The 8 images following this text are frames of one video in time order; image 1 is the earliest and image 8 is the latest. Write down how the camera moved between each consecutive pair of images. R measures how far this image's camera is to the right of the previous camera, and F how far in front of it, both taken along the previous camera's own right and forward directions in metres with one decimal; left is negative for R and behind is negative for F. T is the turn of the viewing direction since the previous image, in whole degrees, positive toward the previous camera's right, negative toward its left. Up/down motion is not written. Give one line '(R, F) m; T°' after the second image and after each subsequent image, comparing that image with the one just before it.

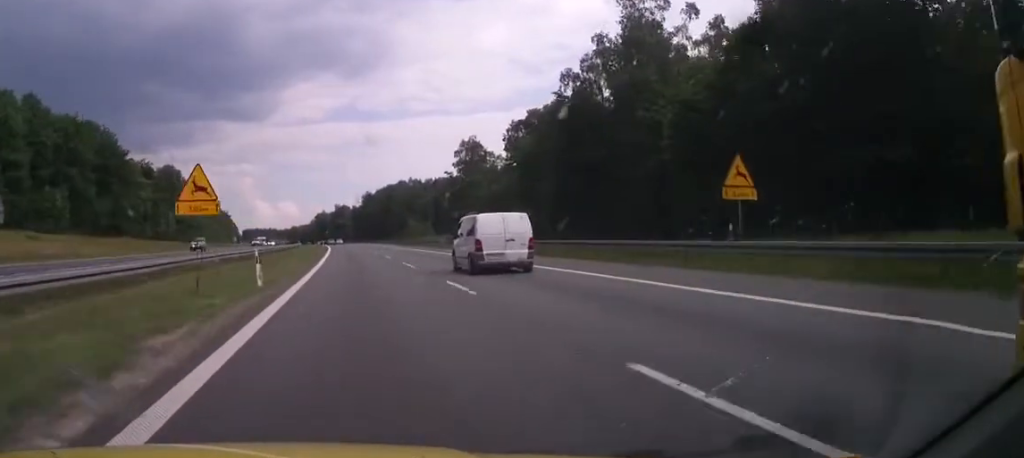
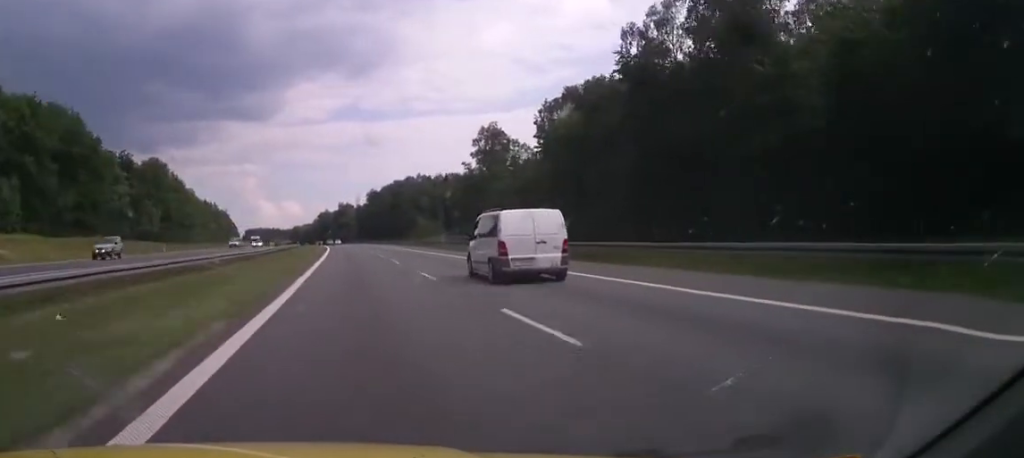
(-0.1, +18.7) m; 0°
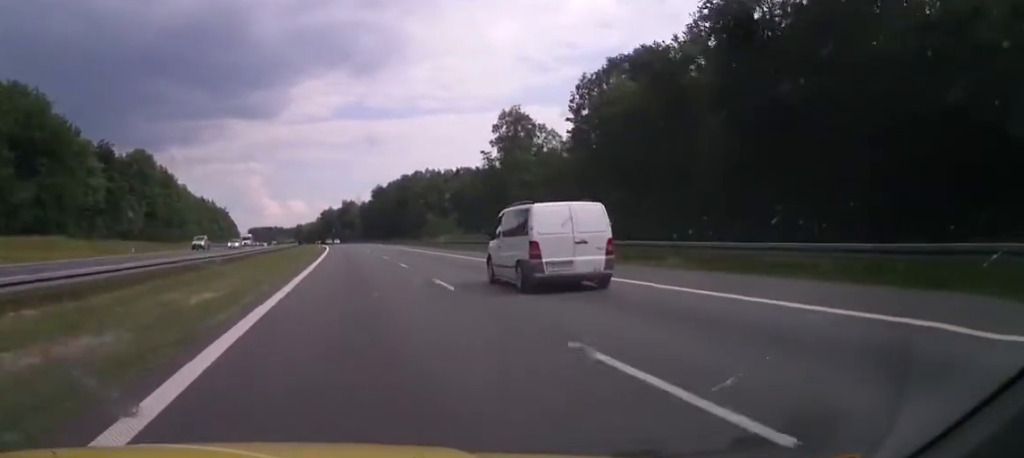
(0.0, +15.9) m; 0°
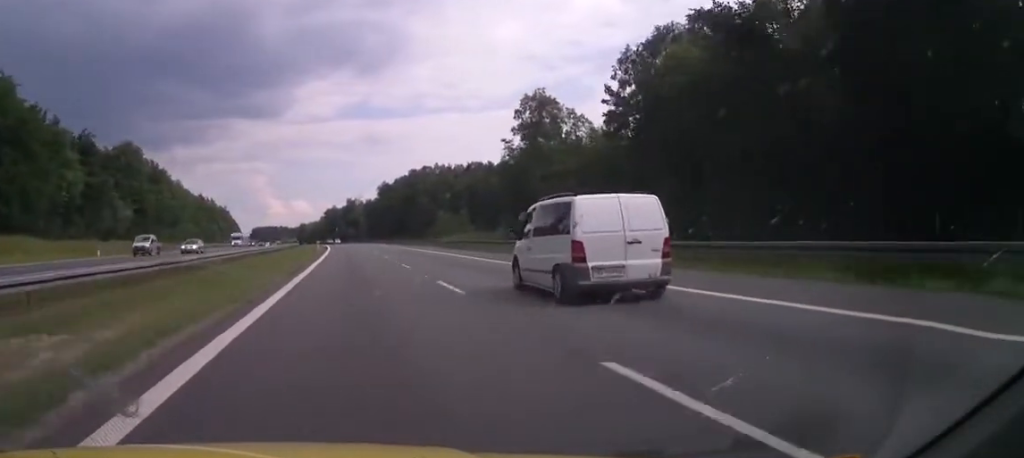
(+0.2, +13.1) m; -1°
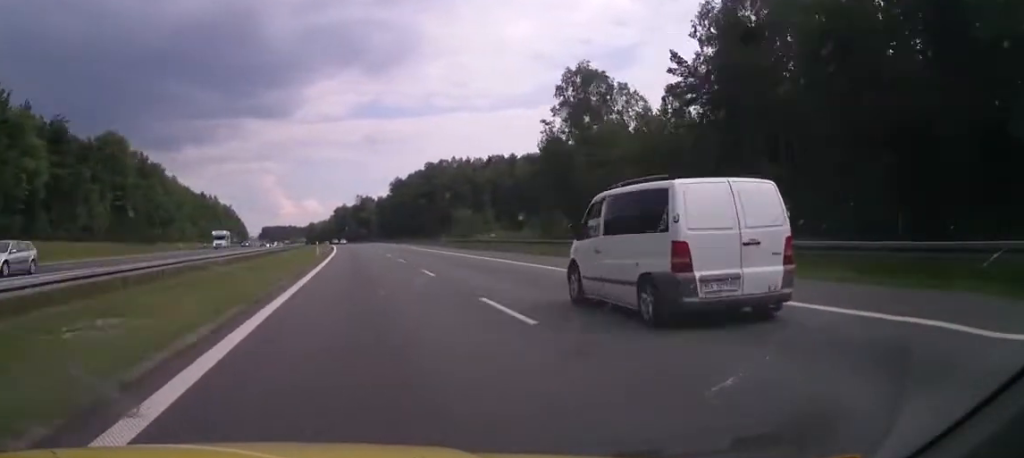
(-0.3, +16.8) m; -1°
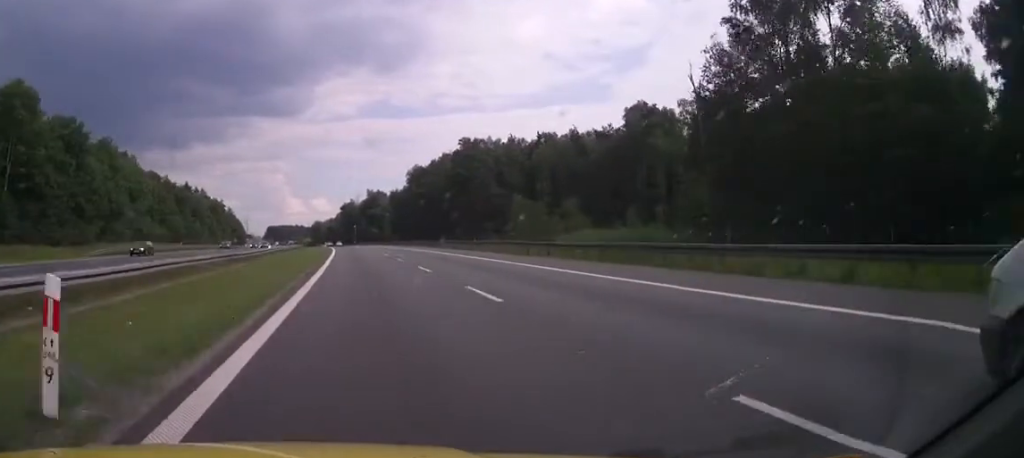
(-0.5, +44.1) m; -1°
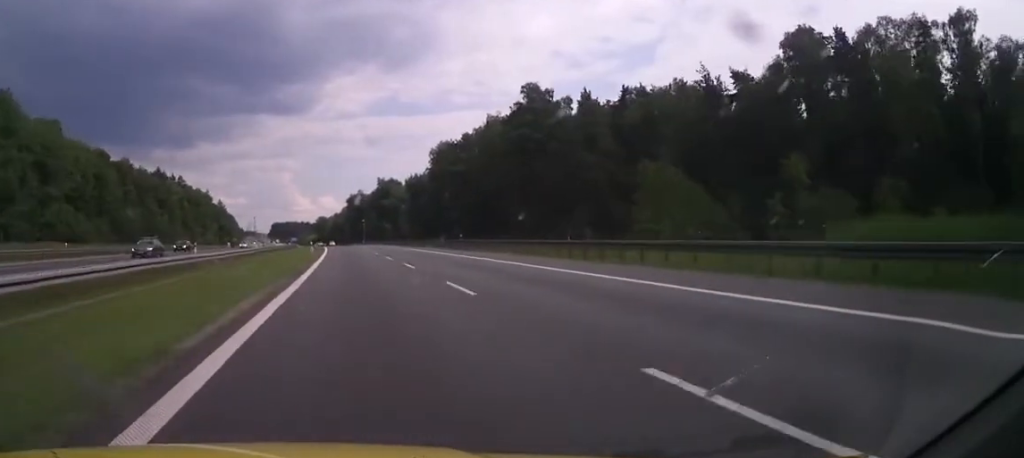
(-0.8, +46.3) m; -1°
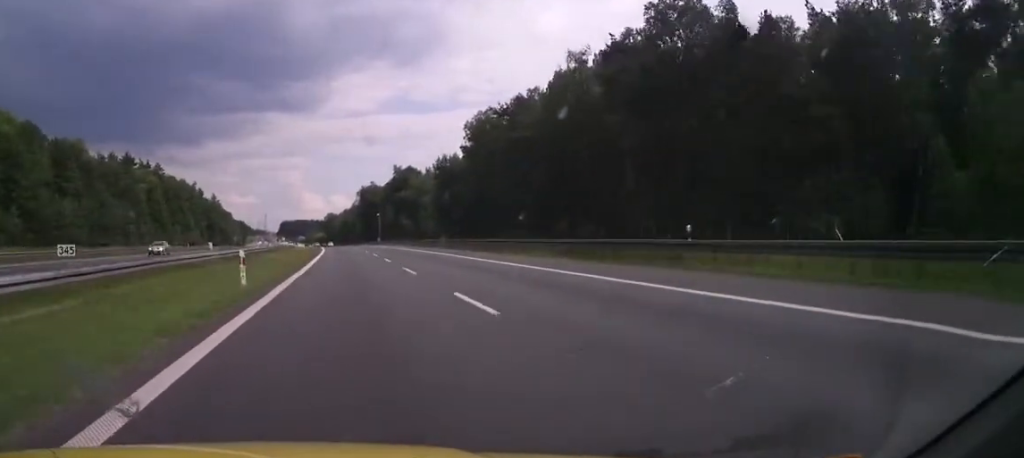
(+0.6, +39.3) m; -1°
